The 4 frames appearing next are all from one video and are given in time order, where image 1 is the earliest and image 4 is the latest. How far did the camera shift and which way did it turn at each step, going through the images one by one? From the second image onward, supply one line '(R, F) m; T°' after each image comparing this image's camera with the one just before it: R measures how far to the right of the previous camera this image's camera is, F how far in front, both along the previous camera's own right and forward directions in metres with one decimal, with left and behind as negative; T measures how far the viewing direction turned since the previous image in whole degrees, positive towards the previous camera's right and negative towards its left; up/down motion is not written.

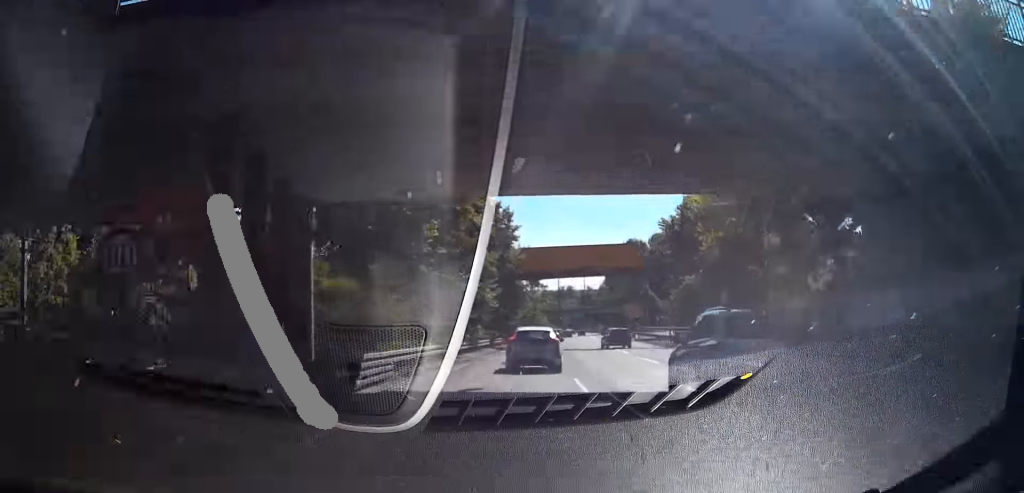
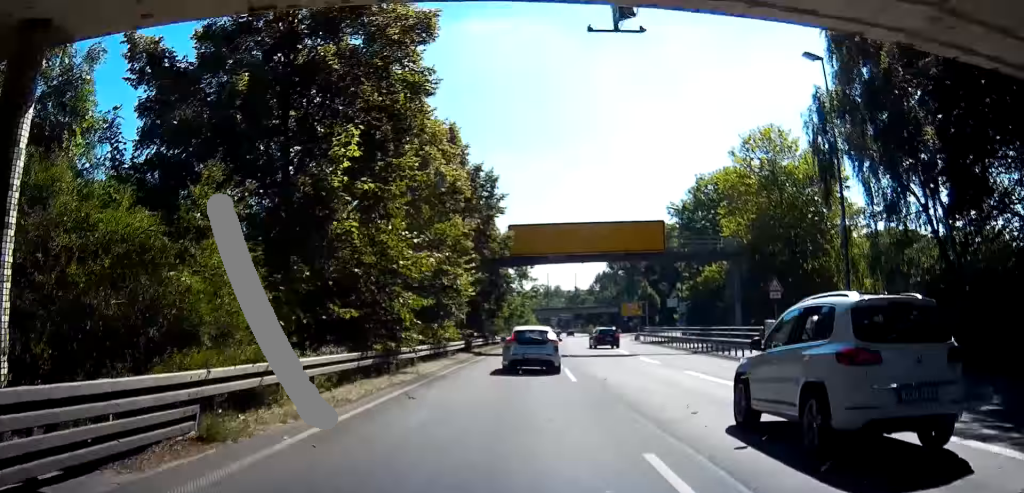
(+0.2, +12.3) m; +1°
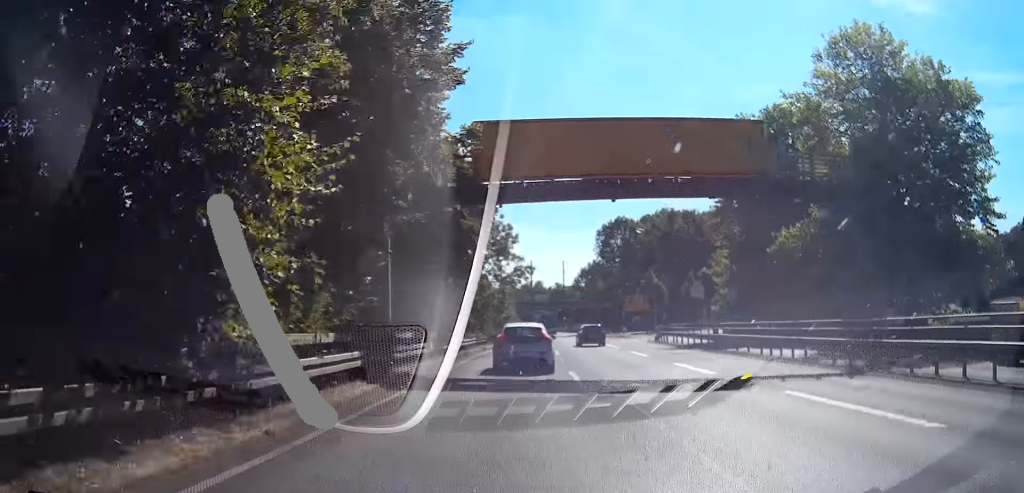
(0.0, +21.9) m; 0°
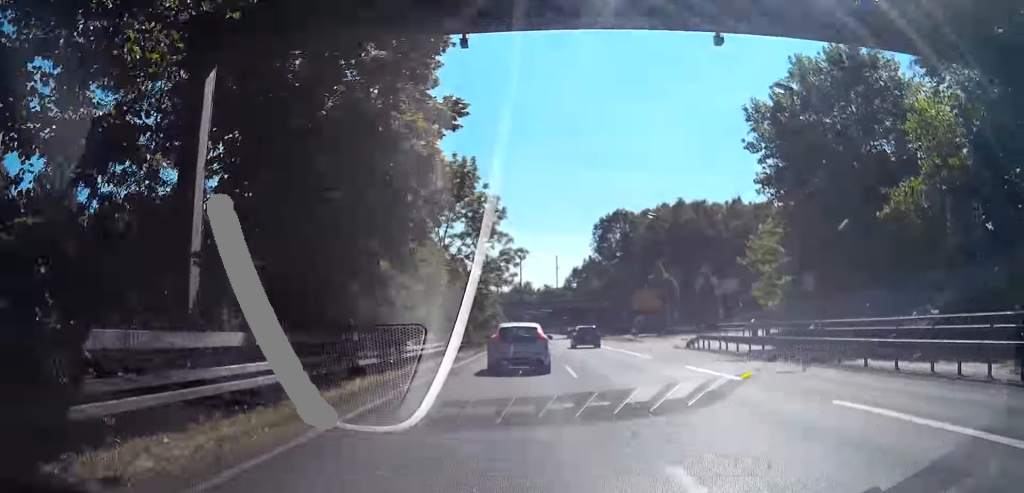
(0.0, +14.6) m; 0°
